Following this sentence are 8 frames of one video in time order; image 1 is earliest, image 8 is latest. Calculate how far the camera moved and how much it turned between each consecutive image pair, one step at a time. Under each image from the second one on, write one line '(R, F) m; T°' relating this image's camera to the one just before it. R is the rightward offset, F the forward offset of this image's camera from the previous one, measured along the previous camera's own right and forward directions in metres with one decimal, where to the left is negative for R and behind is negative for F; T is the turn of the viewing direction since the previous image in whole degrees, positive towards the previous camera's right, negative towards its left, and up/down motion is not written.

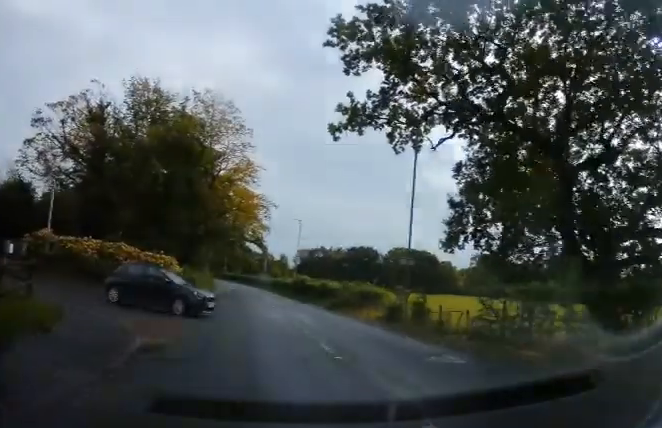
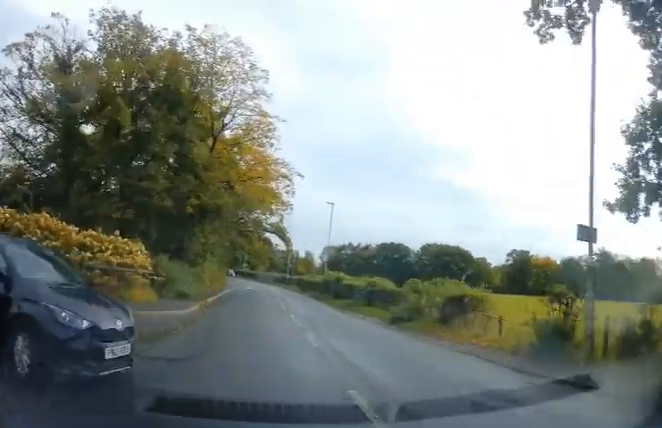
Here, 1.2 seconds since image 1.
(-0.4, +10.2) m; -1°
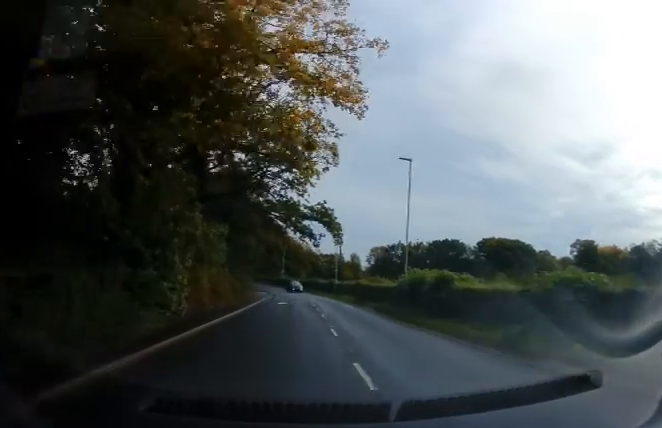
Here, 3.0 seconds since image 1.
(-0.4, +16.5) m; -4°
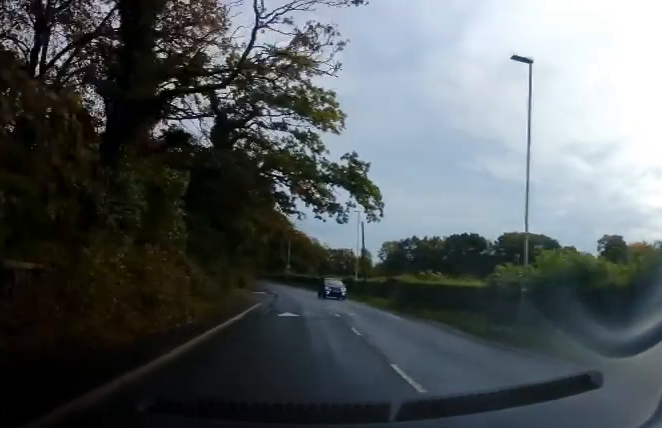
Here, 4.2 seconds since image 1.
(-0.2, +12.4) m; -2°
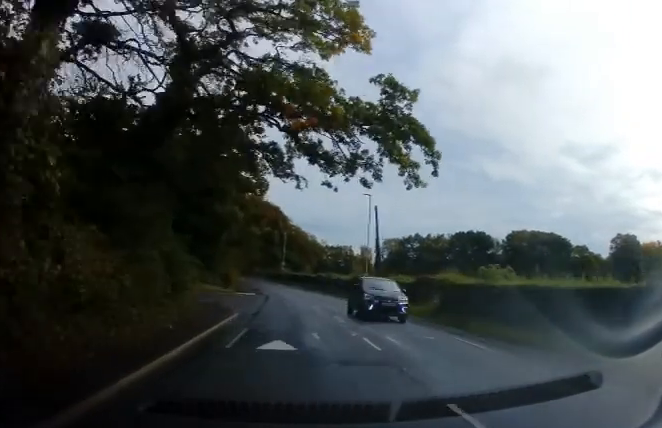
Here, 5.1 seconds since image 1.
(-0.1, +9.1) m; 0°
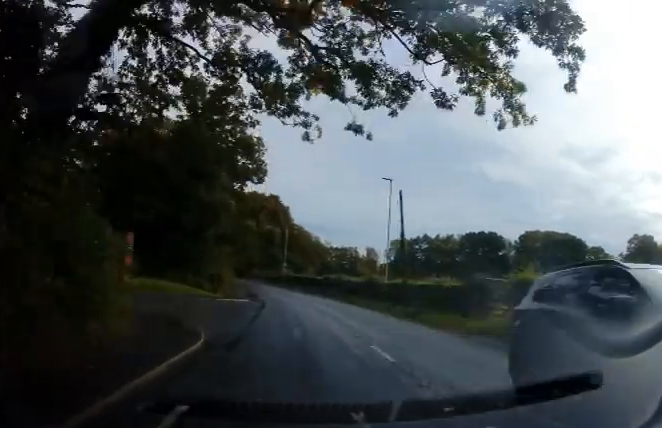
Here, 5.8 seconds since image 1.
(+0.1, +7.0) m; +1°
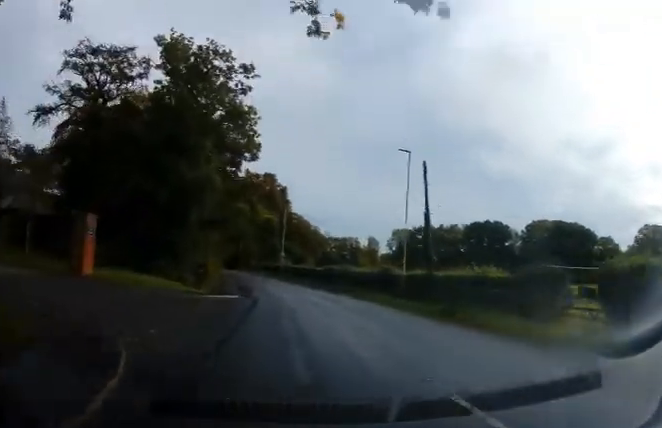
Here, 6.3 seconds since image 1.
(0.0, +5.2) m; 0°
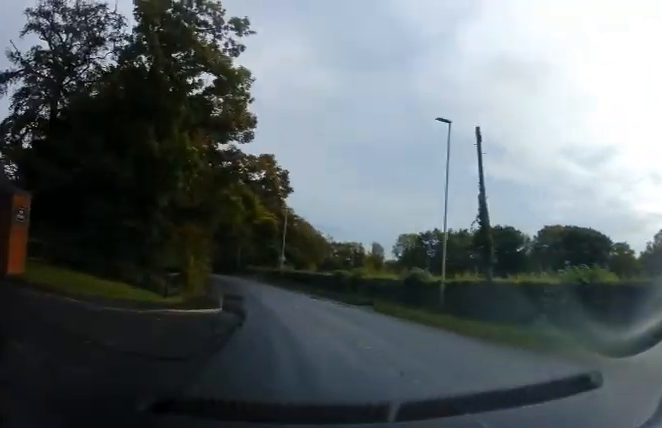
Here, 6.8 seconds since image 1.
(0.0, +6.0) m; -2°
